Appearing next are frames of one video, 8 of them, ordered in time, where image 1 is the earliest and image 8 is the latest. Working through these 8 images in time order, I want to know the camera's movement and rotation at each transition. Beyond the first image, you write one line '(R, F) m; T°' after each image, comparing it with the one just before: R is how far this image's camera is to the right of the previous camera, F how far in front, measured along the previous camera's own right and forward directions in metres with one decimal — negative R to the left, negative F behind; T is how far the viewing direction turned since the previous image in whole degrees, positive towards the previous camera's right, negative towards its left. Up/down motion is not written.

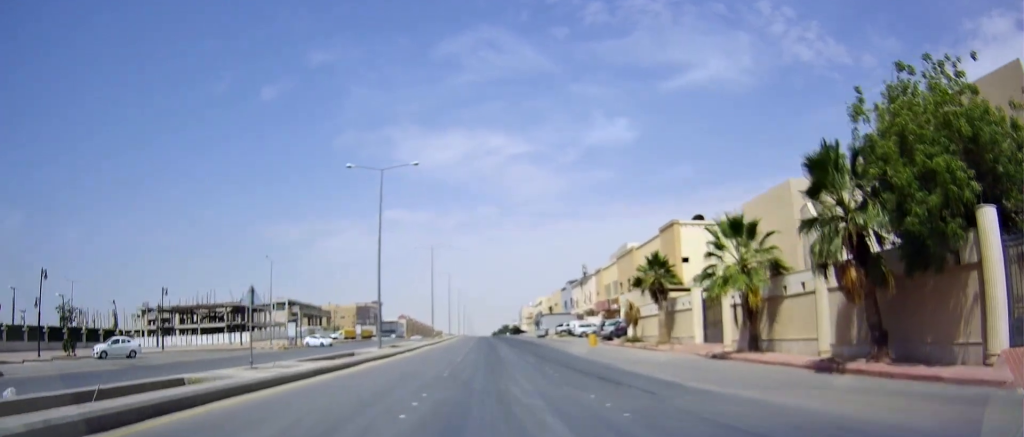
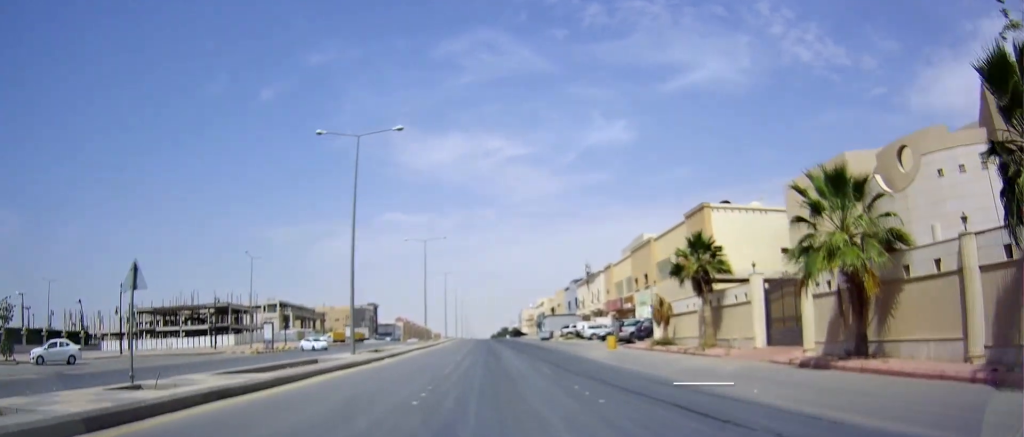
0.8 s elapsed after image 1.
(+0.4, +7.2) m; +3°
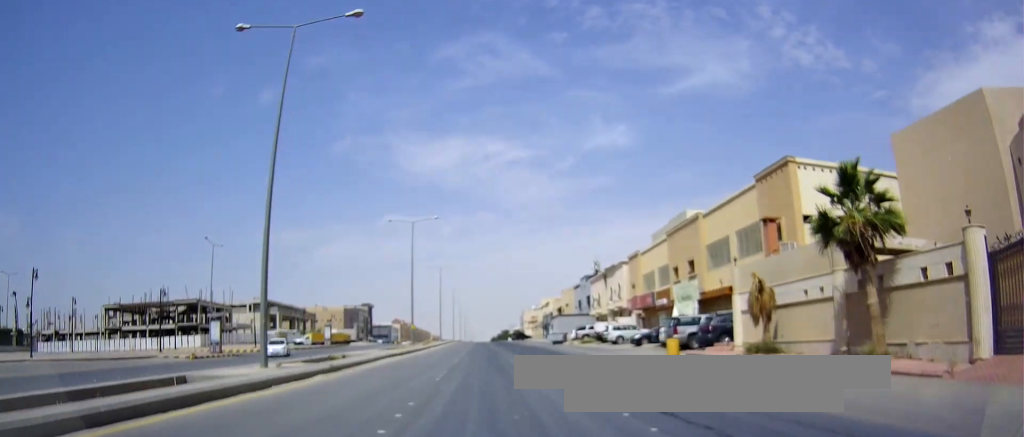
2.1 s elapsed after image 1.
(-0.2, +12.3) m; -5°
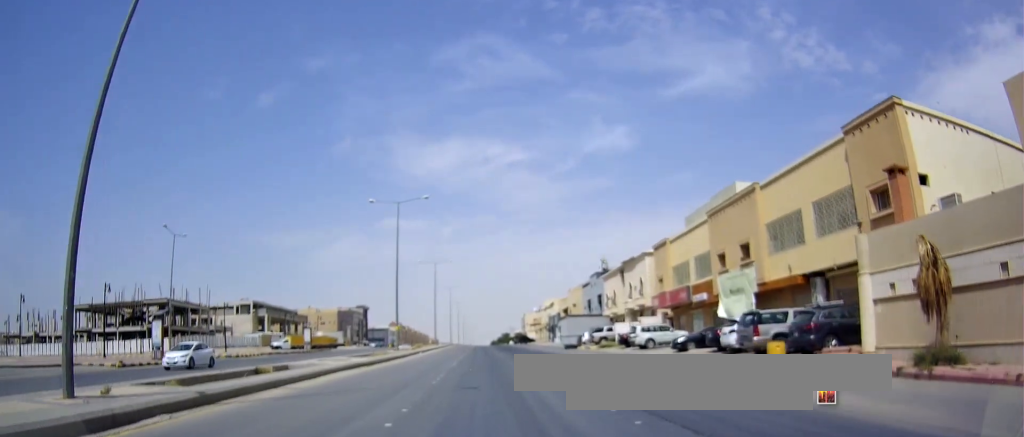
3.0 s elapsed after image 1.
(-0.6, +9.8) m; -1°
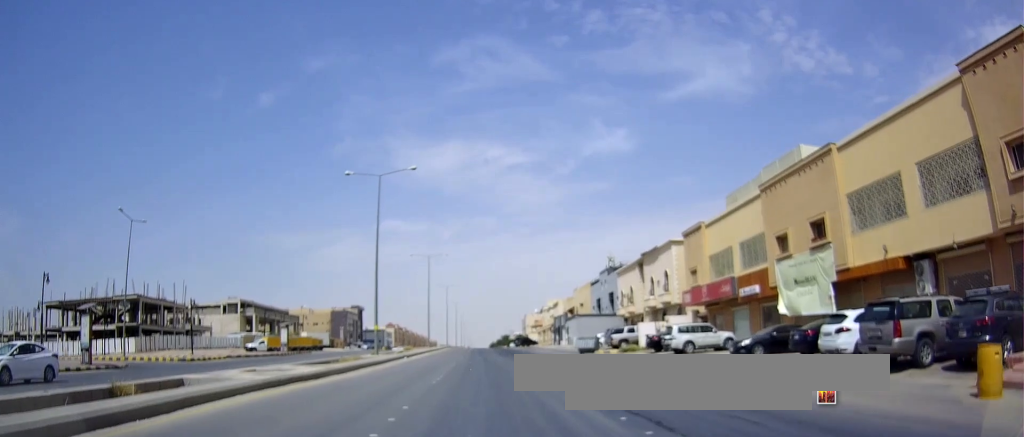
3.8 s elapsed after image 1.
(+0.3, +8.7) m; +3°
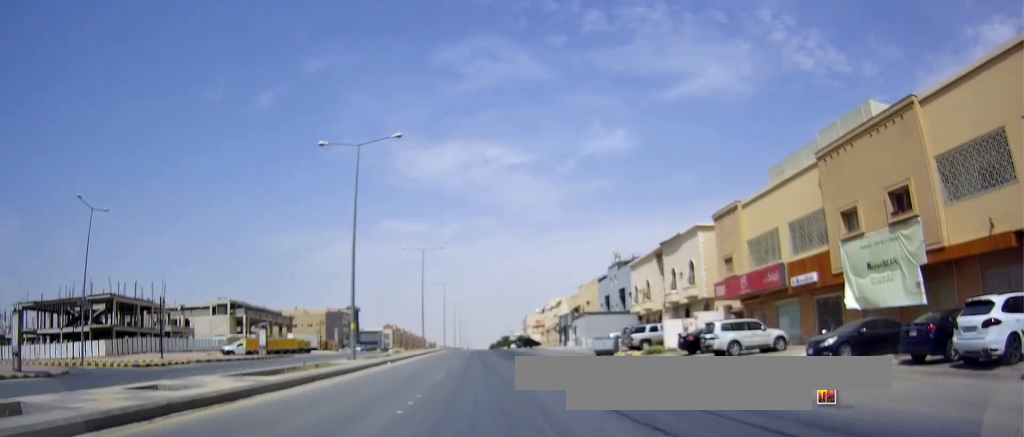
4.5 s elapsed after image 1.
(+0.1, +6.7) m; +1°
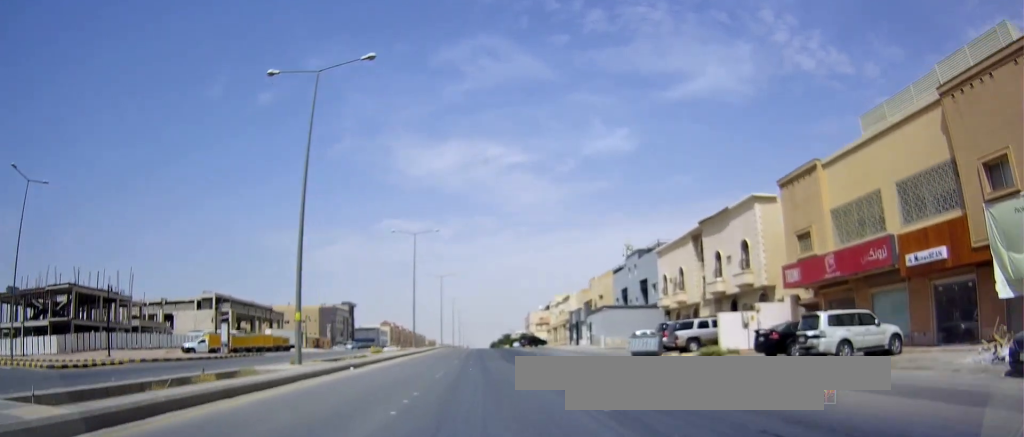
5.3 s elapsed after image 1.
(+0.2, +9.6) m; -1°
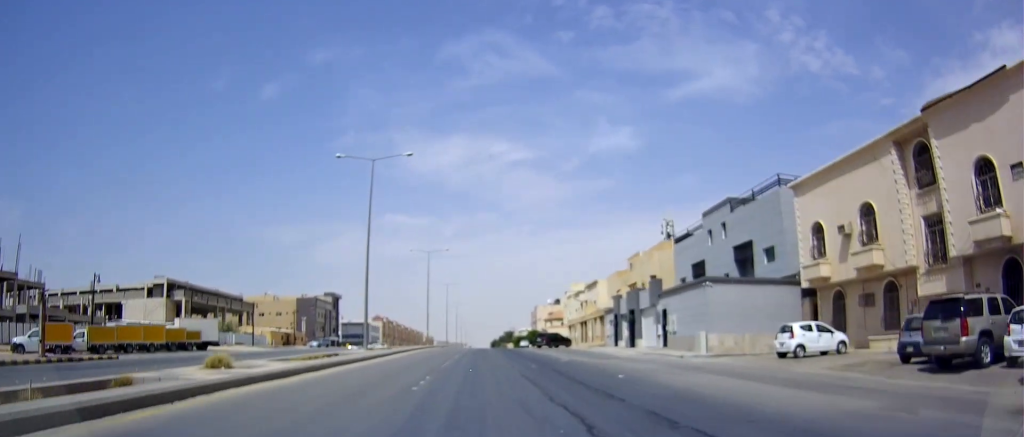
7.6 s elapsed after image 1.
(-0.7, +25.6) m; 0°
